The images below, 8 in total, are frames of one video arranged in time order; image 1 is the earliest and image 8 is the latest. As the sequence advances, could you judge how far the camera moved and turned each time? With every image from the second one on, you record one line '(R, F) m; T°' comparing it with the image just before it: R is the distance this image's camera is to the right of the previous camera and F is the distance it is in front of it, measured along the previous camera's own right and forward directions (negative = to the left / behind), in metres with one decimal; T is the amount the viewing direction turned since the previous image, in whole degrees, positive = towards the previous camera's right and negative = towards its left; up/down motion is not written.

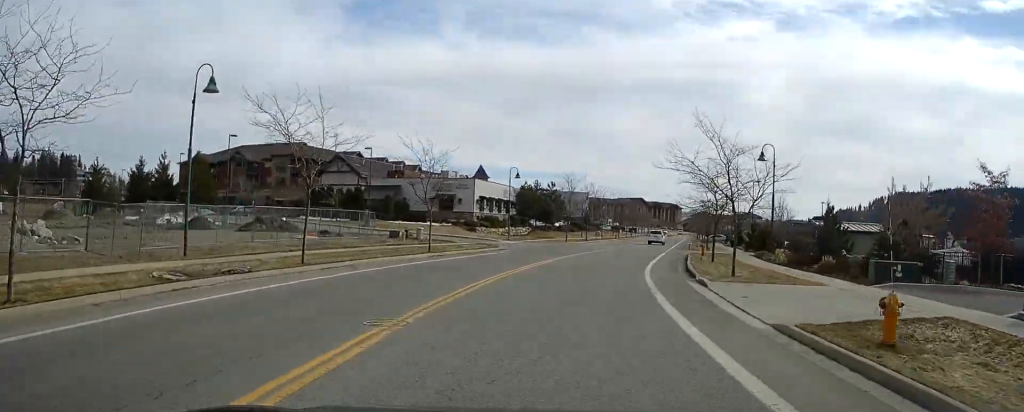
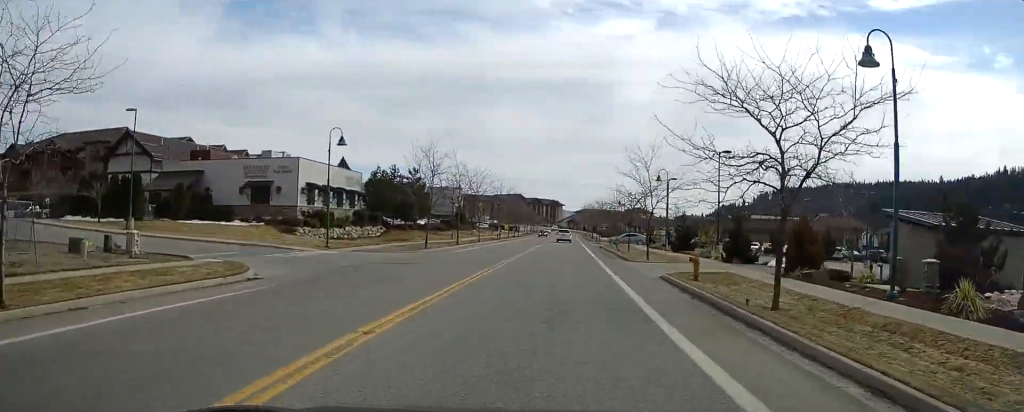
(+2.1, +26.2) m; +9°
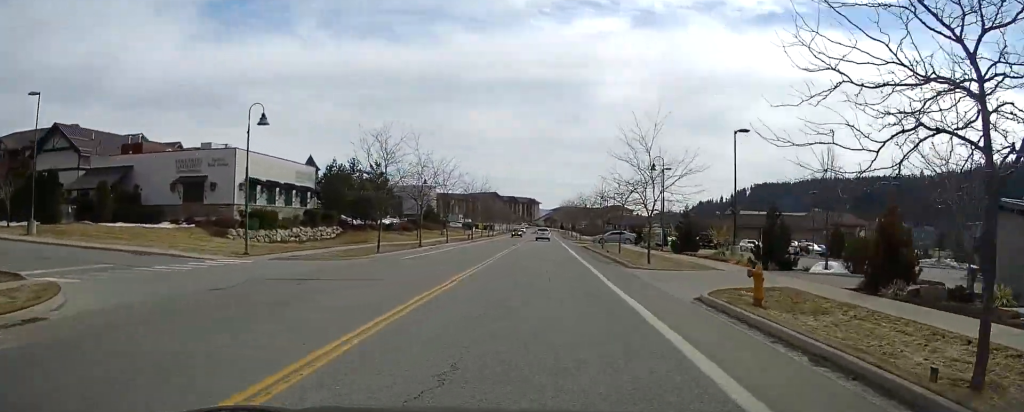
(+0.1, +9.1) m; +3°
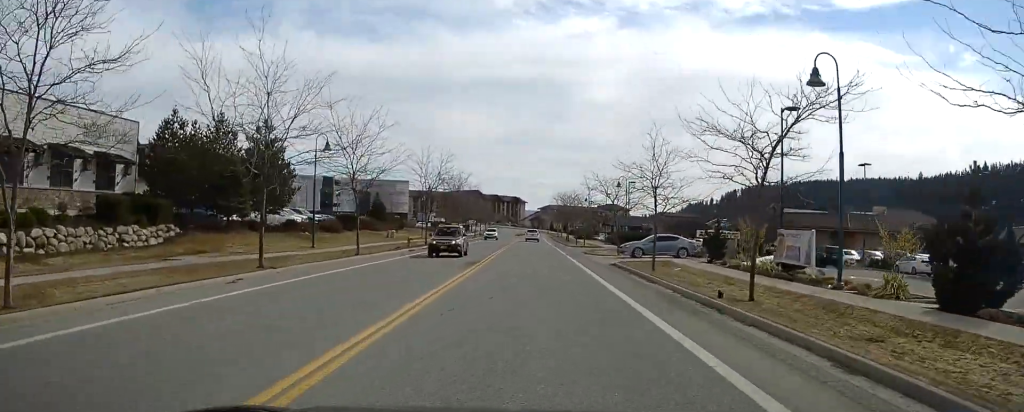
(+1.2, +32.5) m; +3°
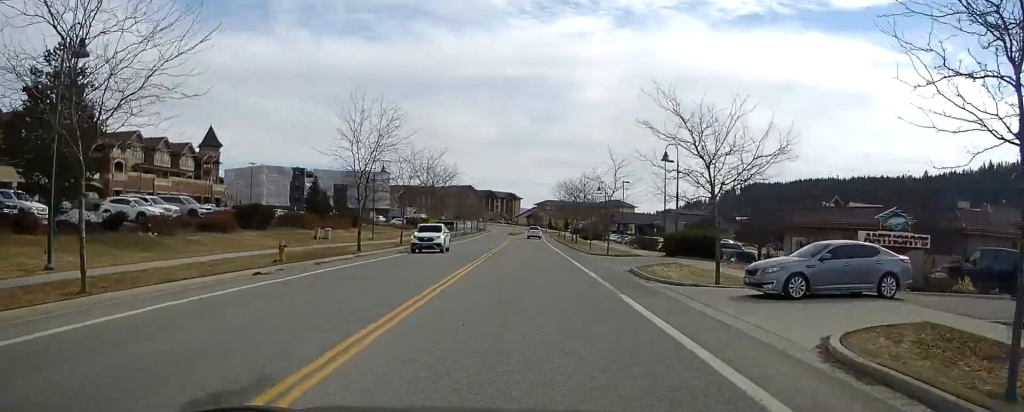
(+0.2, +24.4) m; +1°
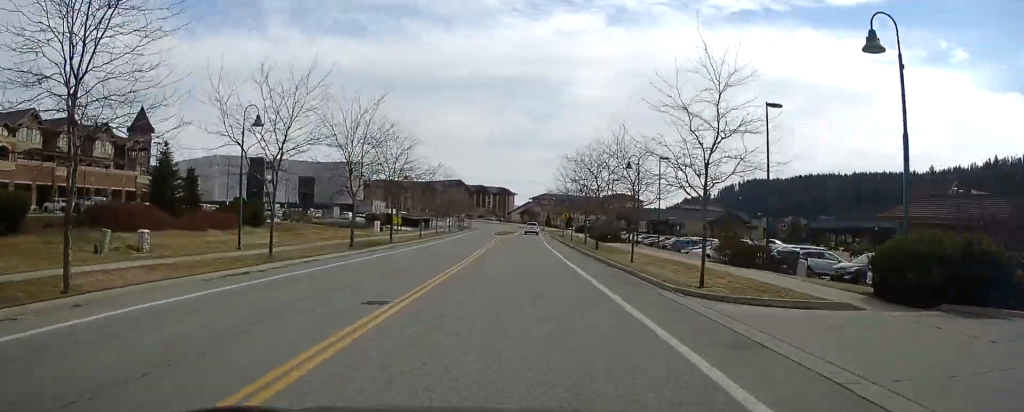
(0.0, +26.8) m; 0°
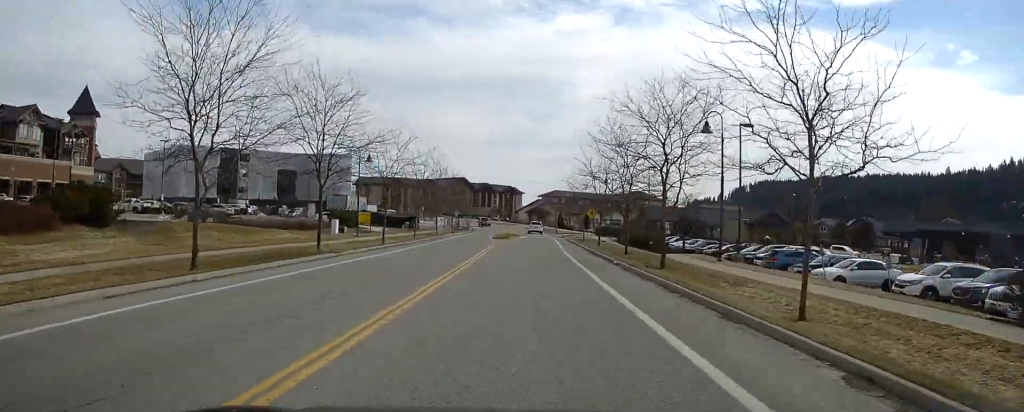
(0.0, +20.9) m; 0°
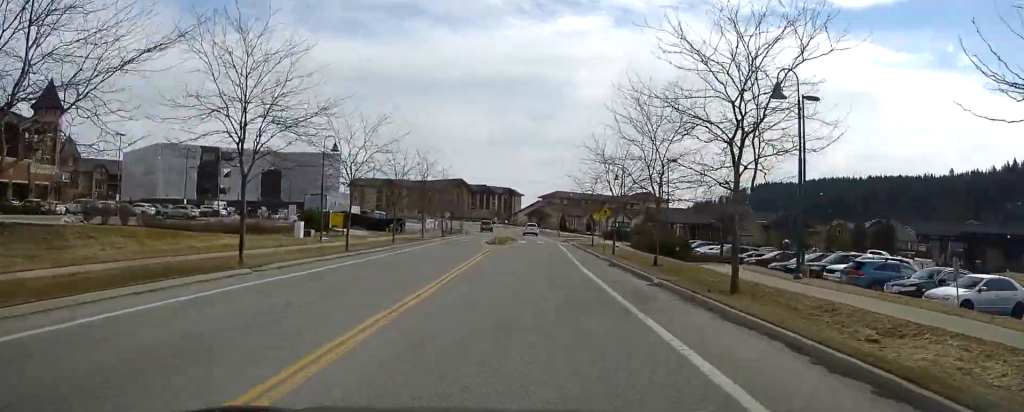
(0.0, +9.7) m; 0°
